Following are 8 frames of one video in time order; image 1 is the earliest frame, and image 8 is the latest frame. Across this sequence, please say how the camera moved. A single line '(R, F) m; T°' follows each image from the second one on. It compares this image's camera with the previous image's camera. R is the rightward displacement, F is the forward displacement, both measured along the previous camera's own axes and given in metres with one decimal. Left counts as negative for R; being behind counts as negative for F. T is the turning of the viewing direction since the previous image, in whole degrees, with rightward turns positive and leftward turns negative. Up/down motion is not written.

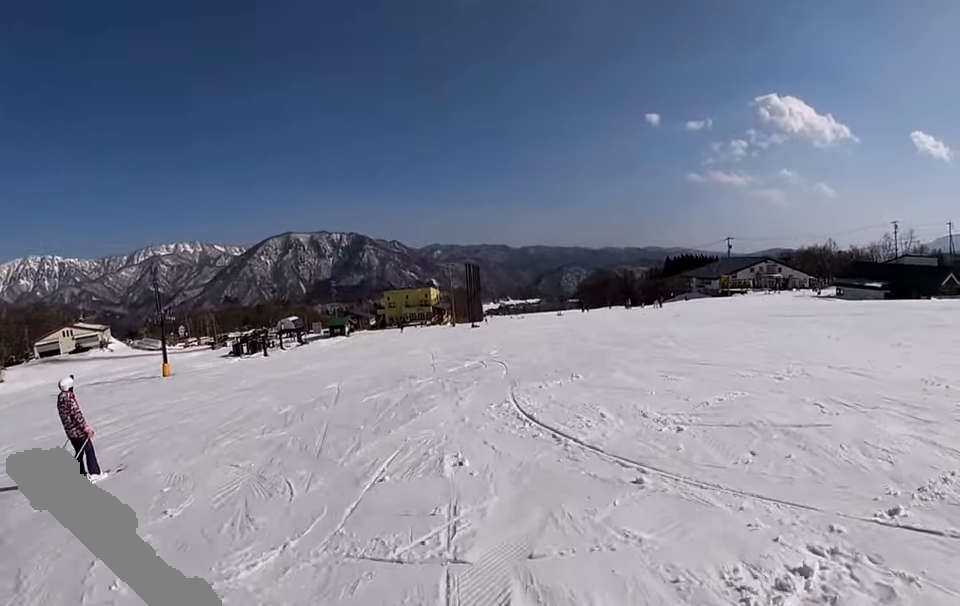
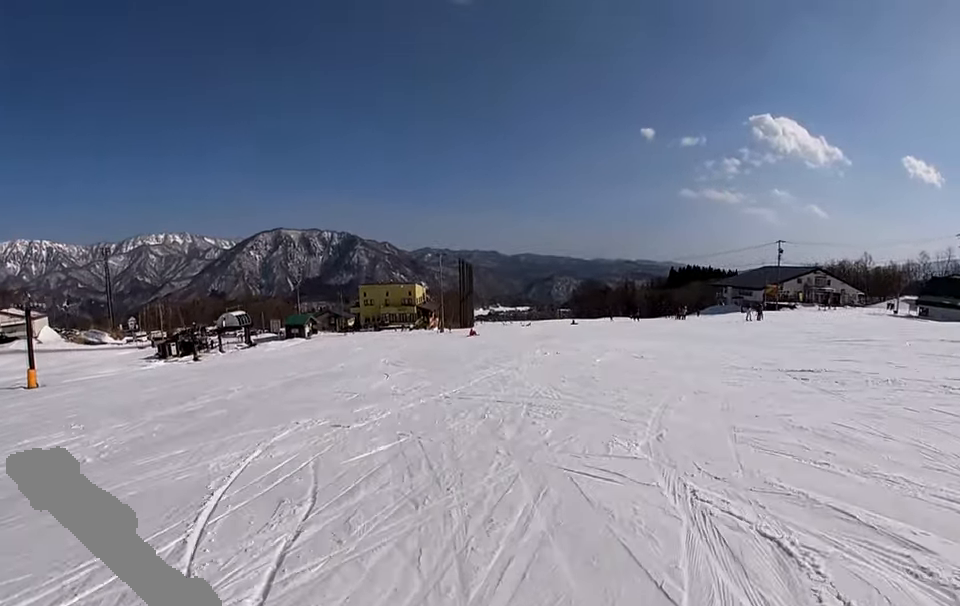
(+2.8, +23.1) m; +3°
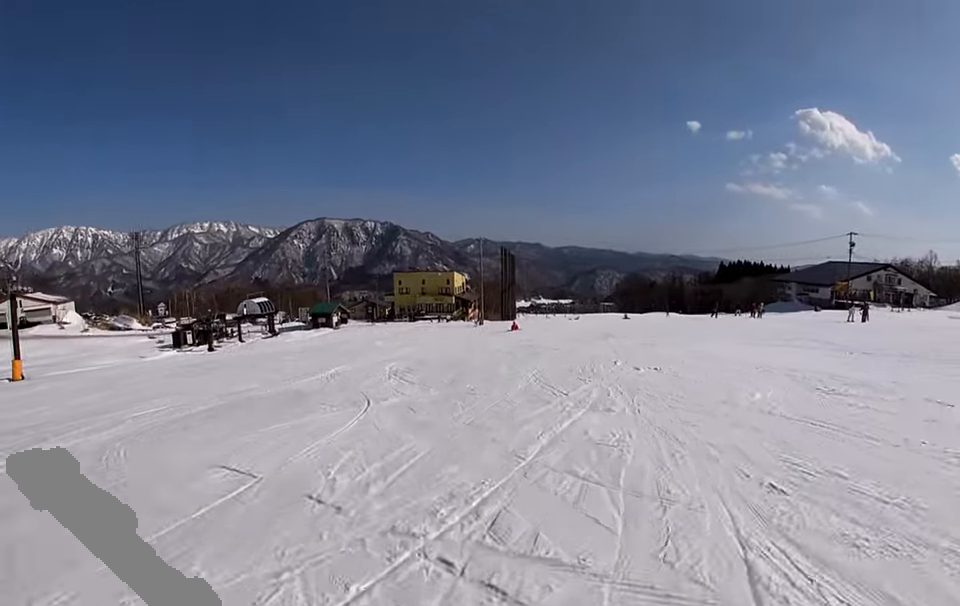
(-0.5, +7.6) m; -5°
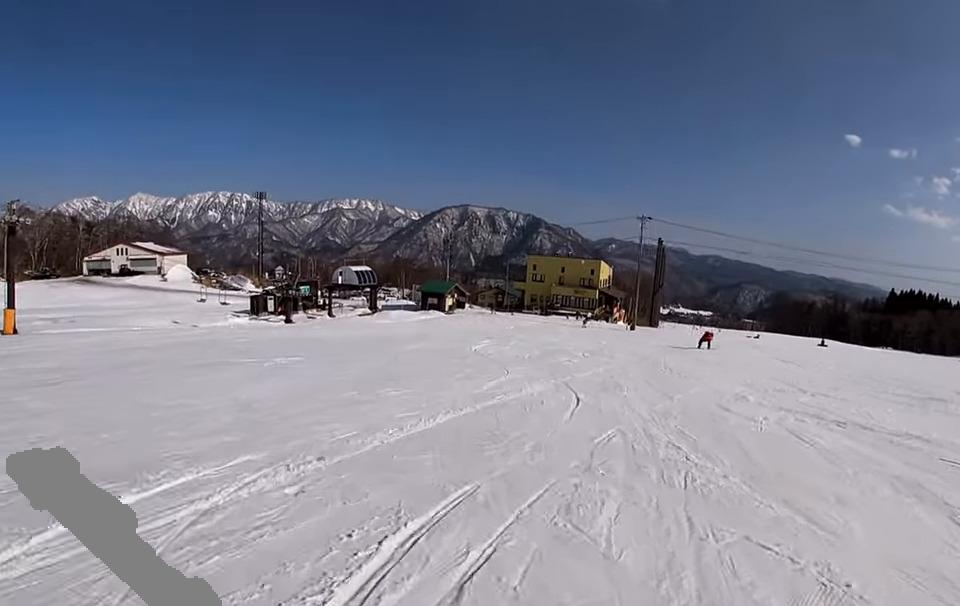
(-1.0, +17.5) m; -4°
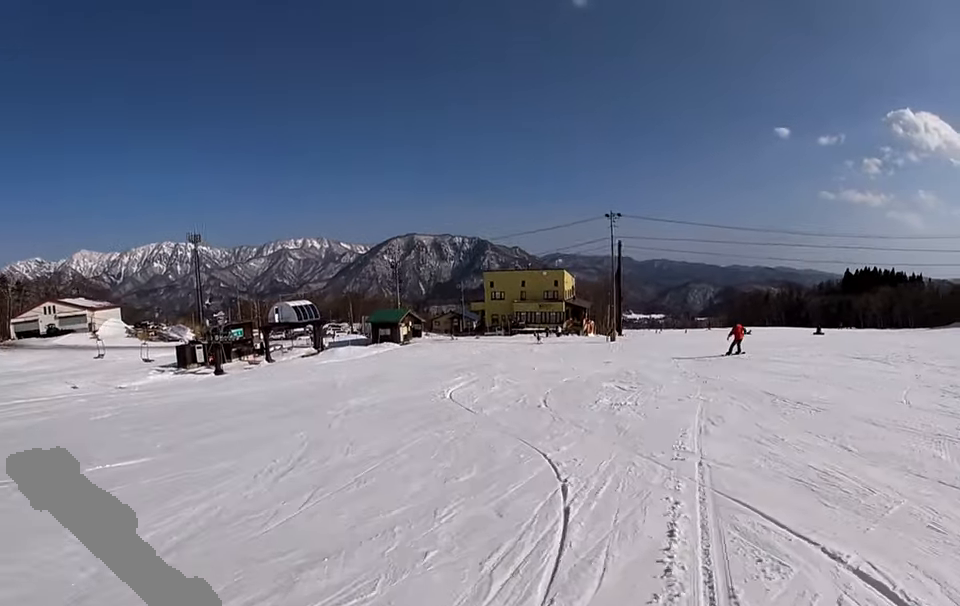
(-0.3, +7.8) m; -2°
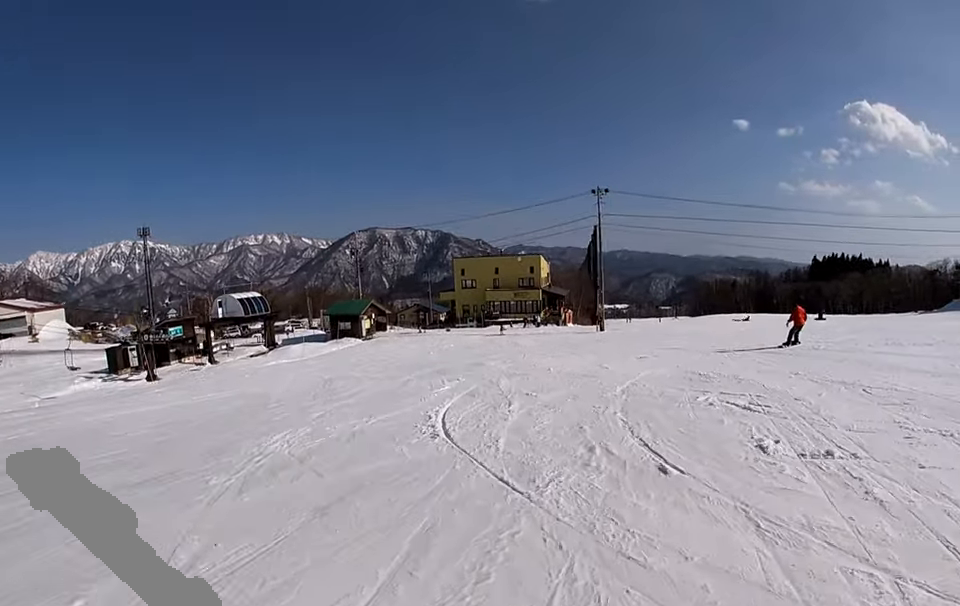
(-0.1, +6.3) m; -1°
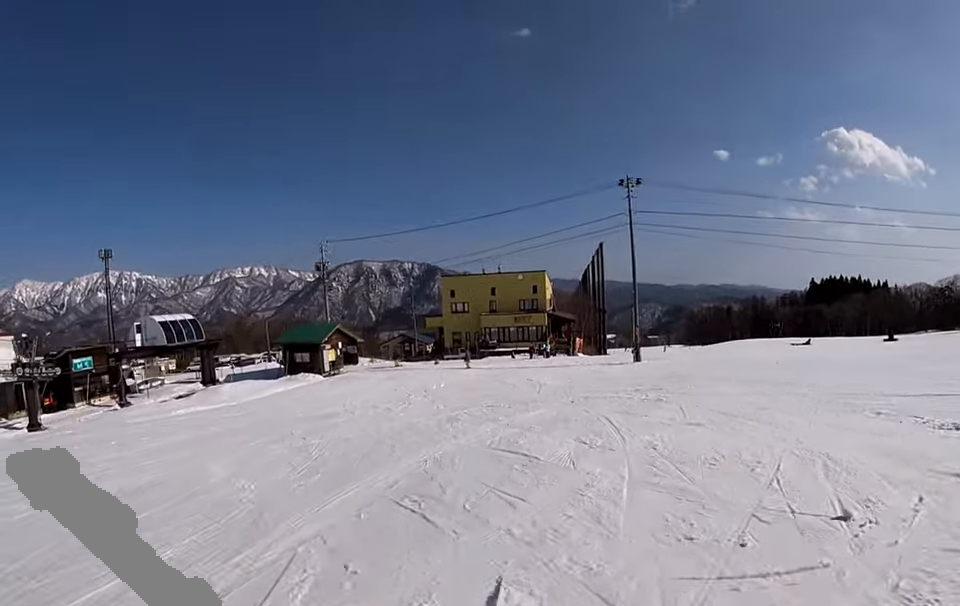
(+0.2, +11.6) m; +3°
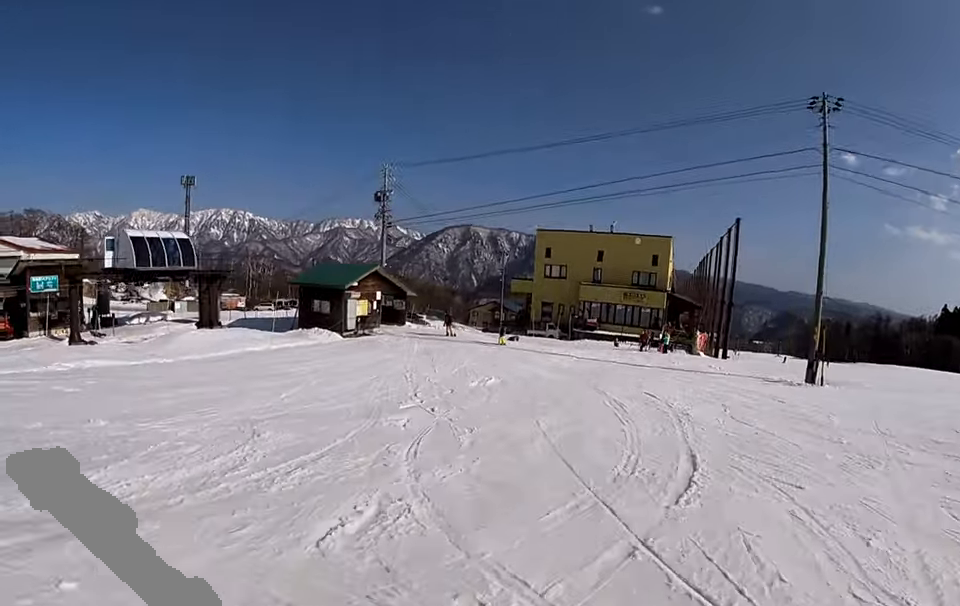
(+0.2, +12.2) m; -1°
